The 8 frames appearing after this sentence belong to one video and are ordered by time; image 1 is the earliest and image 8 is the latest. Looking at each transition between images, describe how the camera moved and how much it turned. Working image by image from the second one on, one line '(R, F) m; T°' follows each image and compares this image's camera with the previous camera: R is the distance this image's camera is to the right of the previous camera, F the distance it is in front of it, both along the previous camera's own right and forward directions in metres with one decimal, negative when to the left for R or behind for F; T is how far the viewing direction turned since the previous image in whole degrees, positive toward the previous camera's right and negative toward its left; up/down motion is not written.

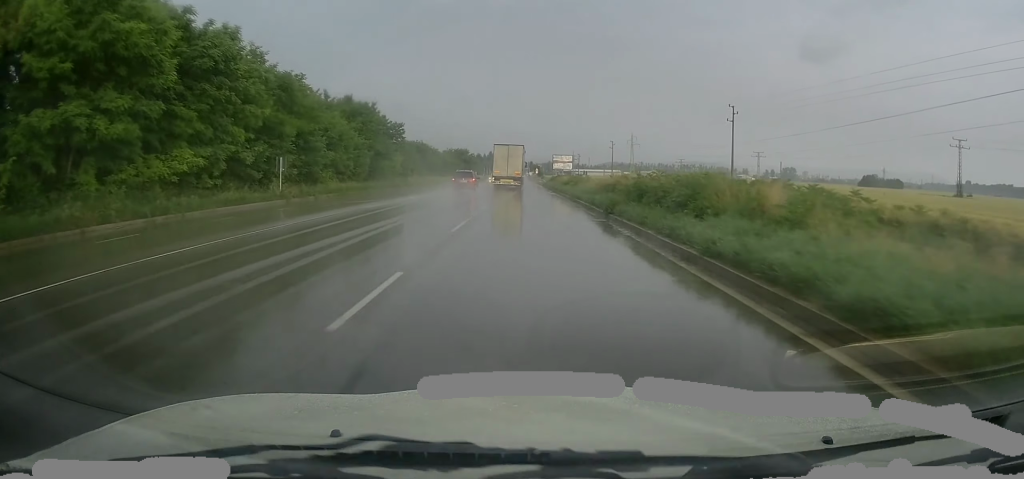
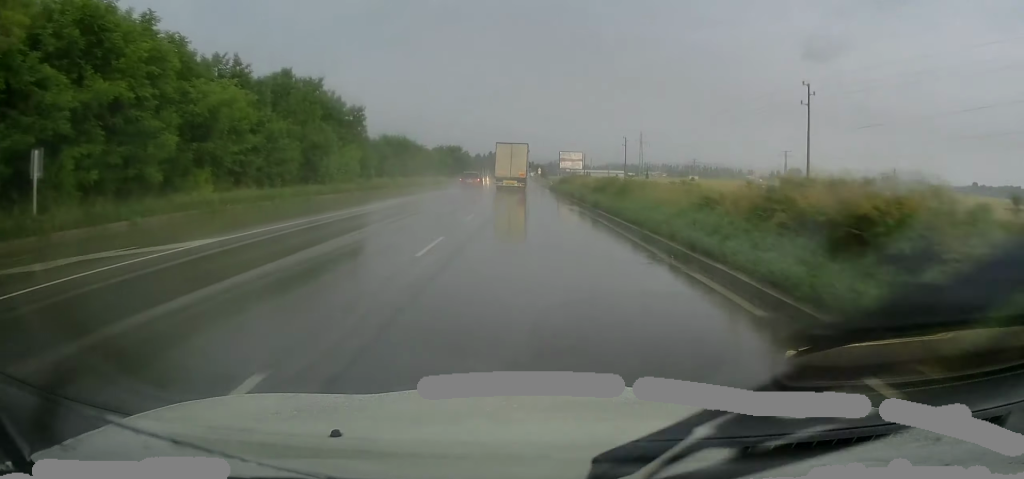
(+0.4, +22.0) m; 0°
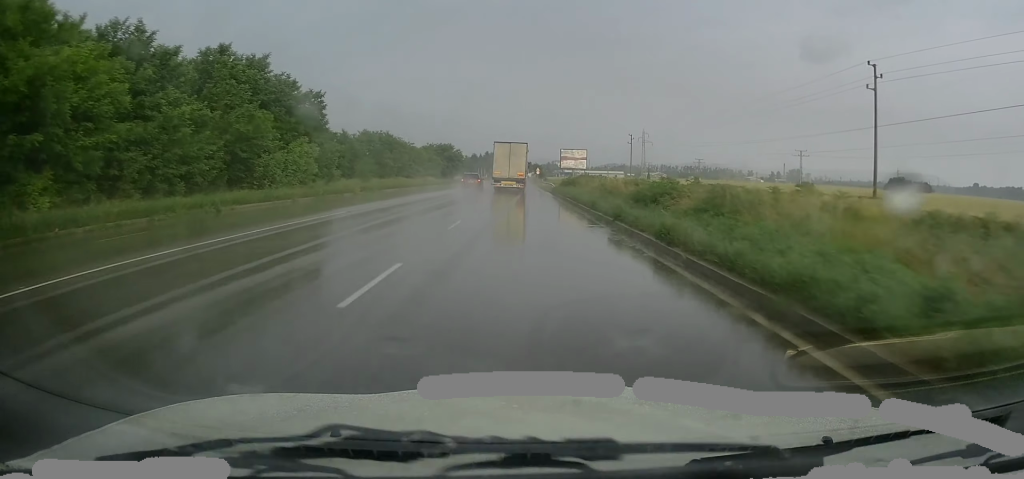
(-0.2, +12.7) m; 0°
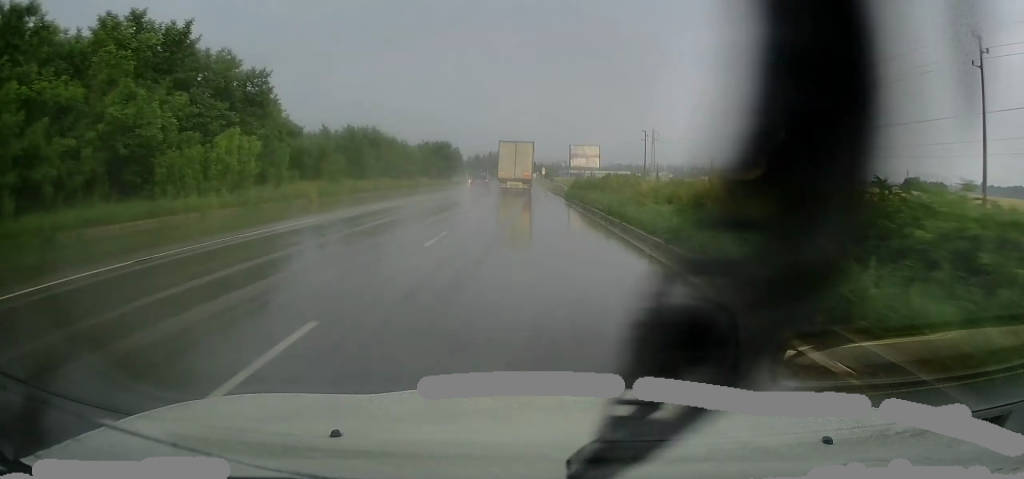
(0.0, +12.5) m; 0°
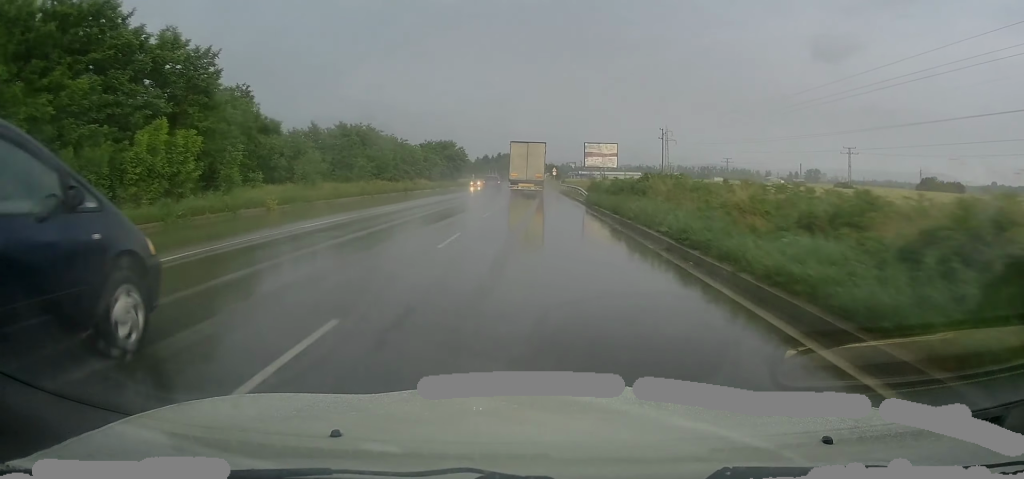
(0.0, +8.7) m; 0°
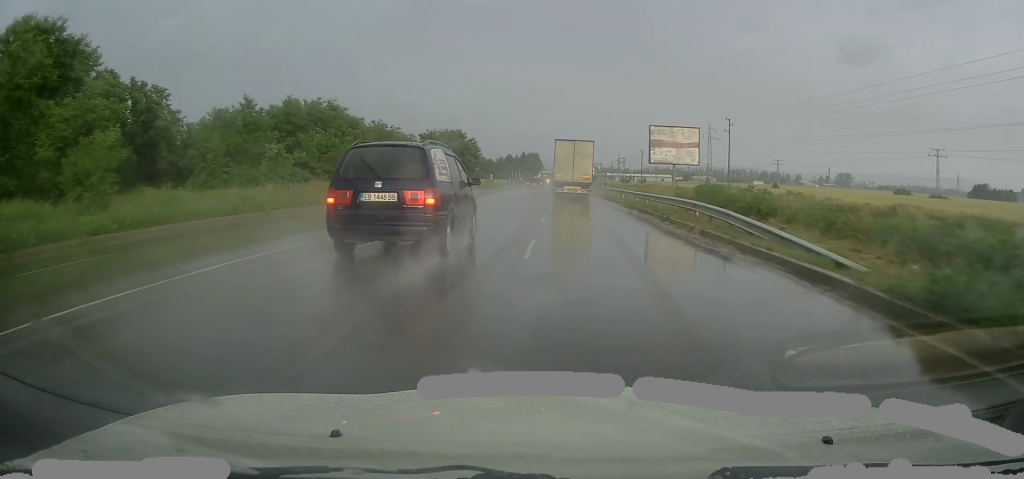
(-0.6, +27.4) m; -3°
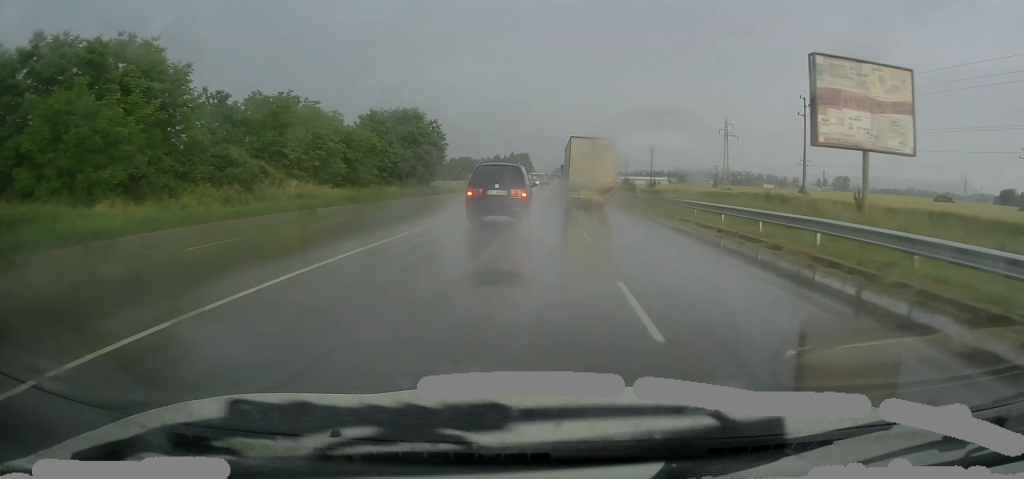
(-0.4, +30.6) m; 0°
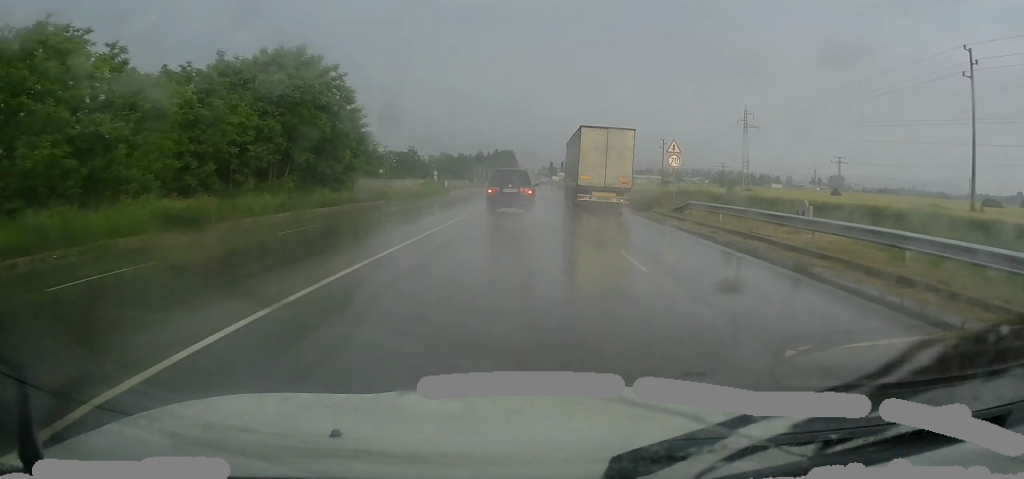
(+0.7, +30.6) m; +1°
